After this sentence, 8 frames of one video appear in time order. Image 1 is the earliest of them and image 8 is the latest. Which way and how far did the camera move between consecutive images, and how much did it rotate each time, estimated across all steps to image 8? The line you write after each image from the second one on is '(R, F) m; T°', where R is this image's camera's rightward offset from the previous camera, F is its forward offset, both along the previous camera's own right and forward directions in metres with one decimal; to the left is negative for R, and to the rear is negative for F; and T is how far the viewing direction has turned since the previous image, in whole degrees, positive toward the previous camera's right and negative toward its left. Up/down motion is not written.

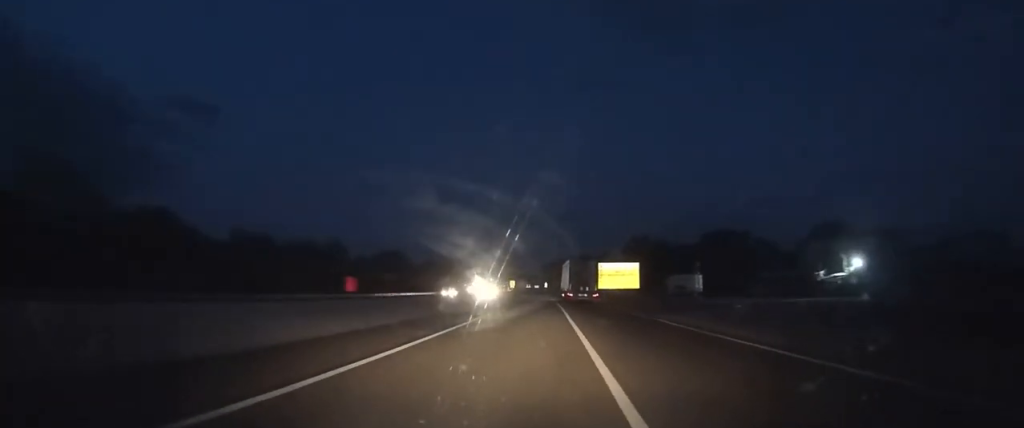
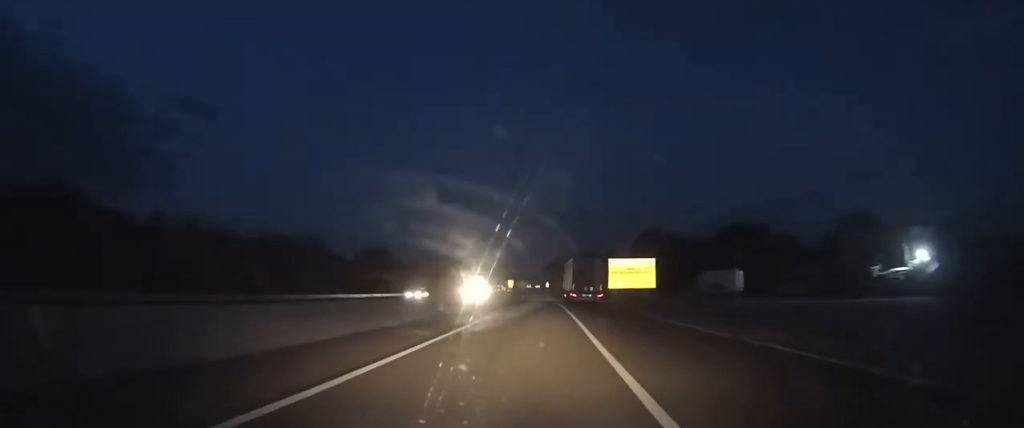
(-0.1, +15.0) m; 0°
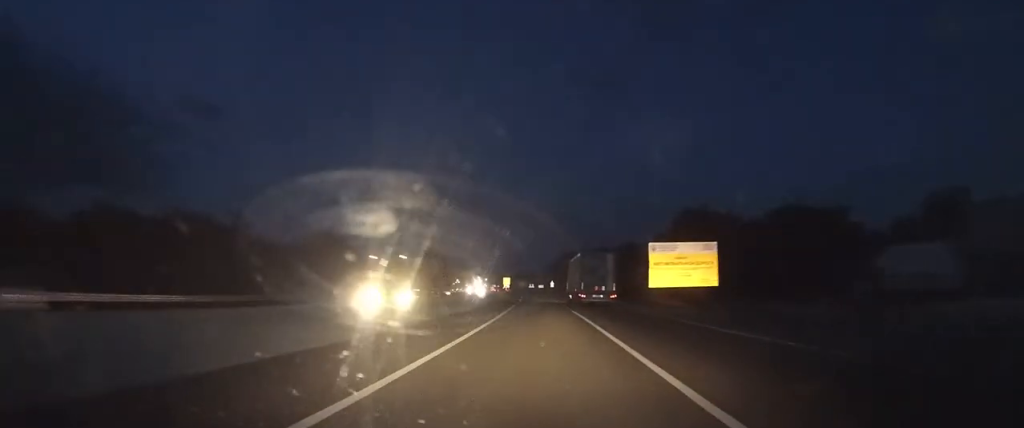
(-0.2, +32.3) m; -1°
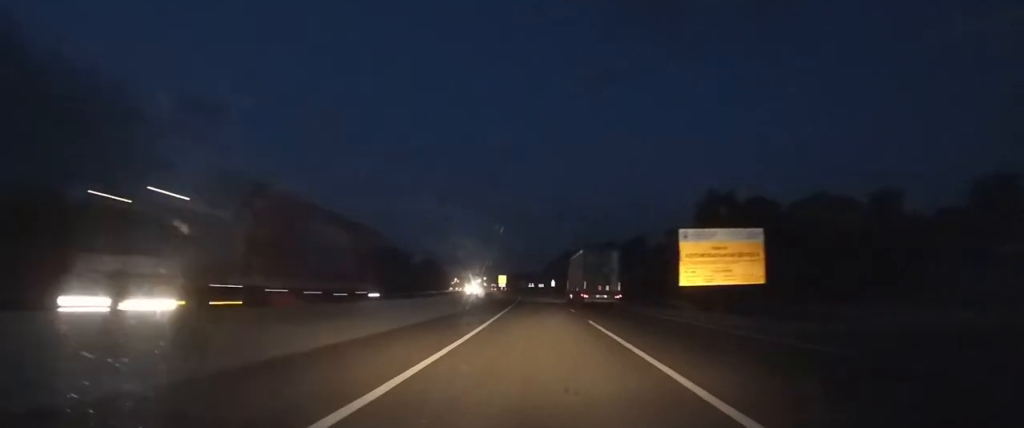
(0.0, +12.4) m; 0°
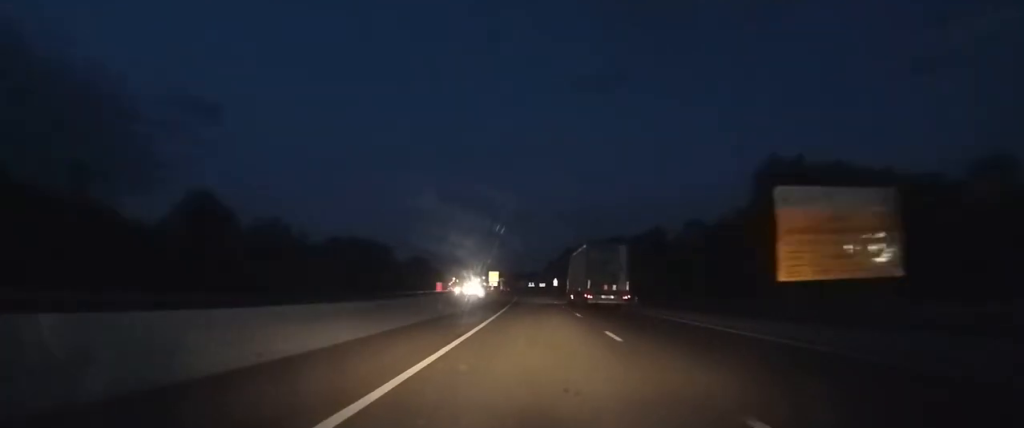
(0.0, +15.8) m; 0°
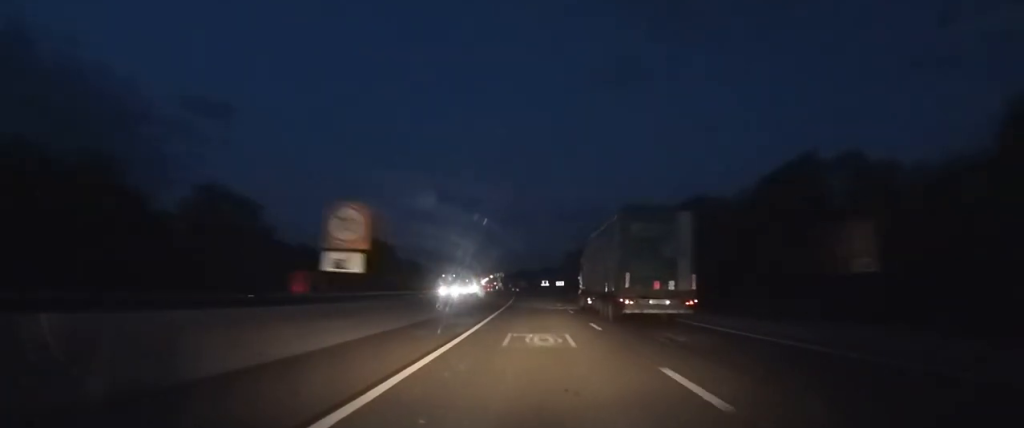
(-0.3, +48.2) m; -1°
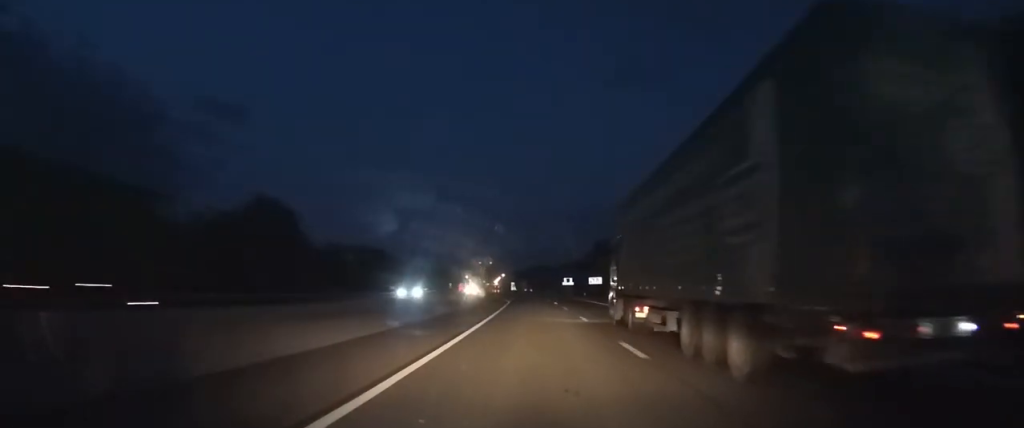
(-1.0, +65.0) m; -2°
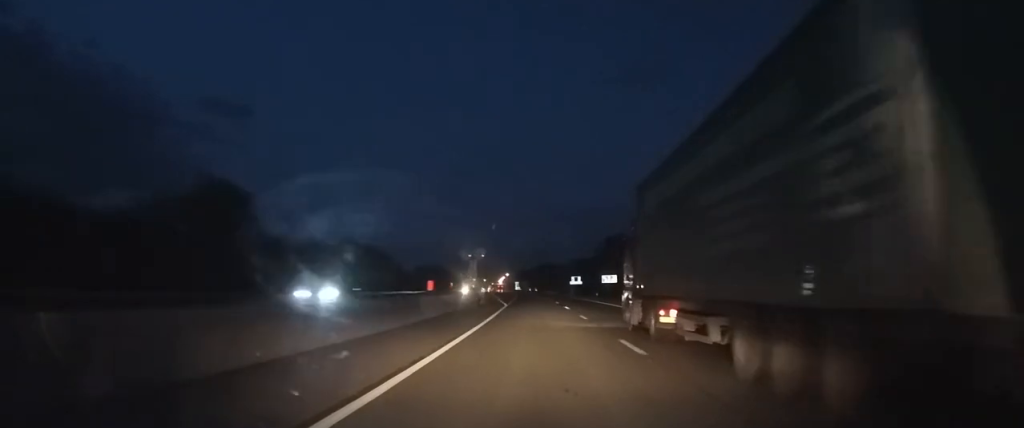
(-0.2, +14.0) m; -1°
